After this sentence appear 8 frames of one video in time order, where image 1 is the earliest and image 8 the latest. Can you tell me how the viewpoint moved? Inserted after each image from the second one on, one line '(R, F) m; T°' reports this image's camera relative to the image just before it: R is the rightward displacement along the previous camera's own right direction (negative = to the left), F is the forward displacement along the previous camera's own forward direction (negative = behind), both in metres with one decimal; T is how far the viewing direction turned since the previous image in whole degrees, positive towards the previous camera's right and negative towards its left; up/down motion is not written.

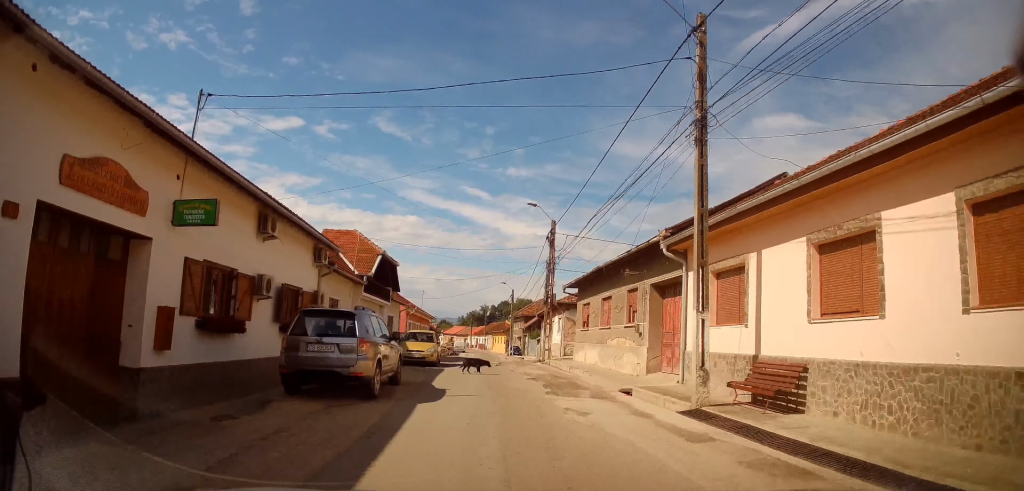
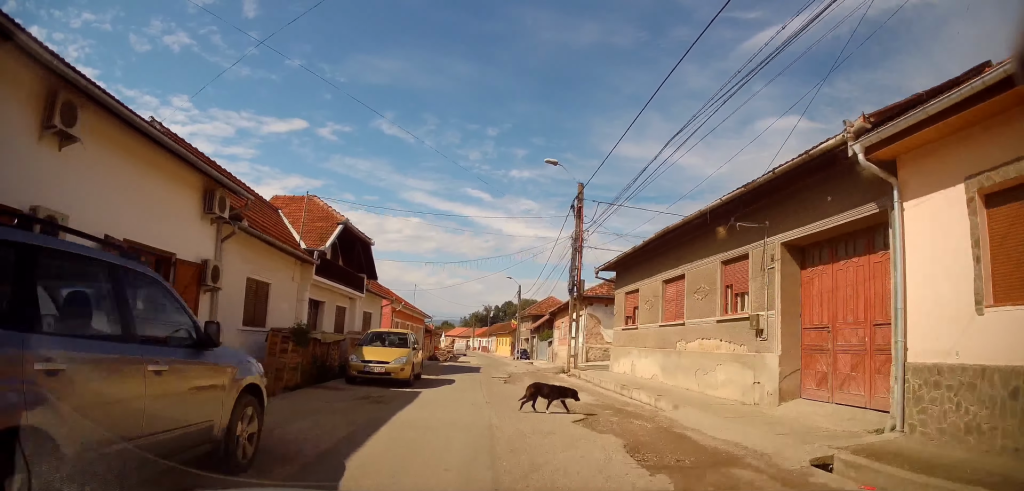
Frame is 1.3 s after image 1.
(+0.2, +8.9) m; +2°
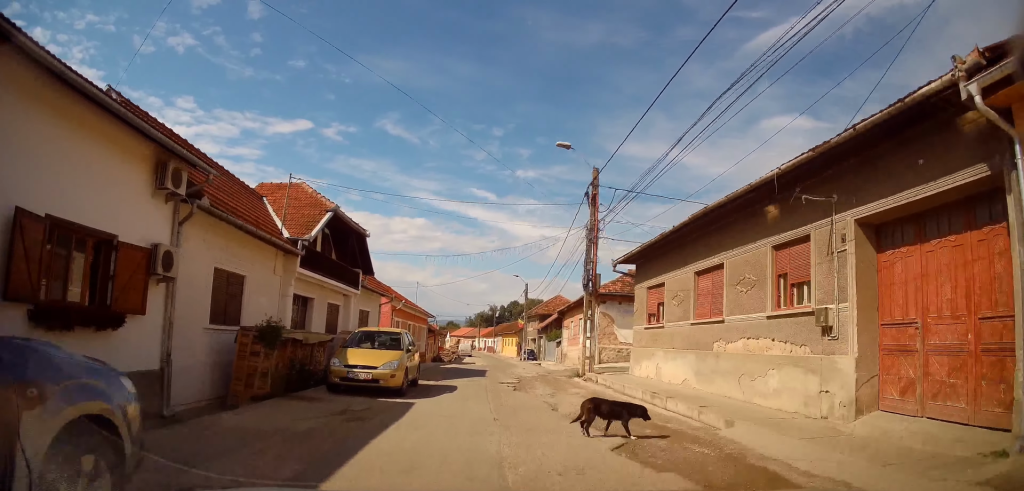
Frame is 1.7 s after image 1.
(0.0, +2.5) m; -2°
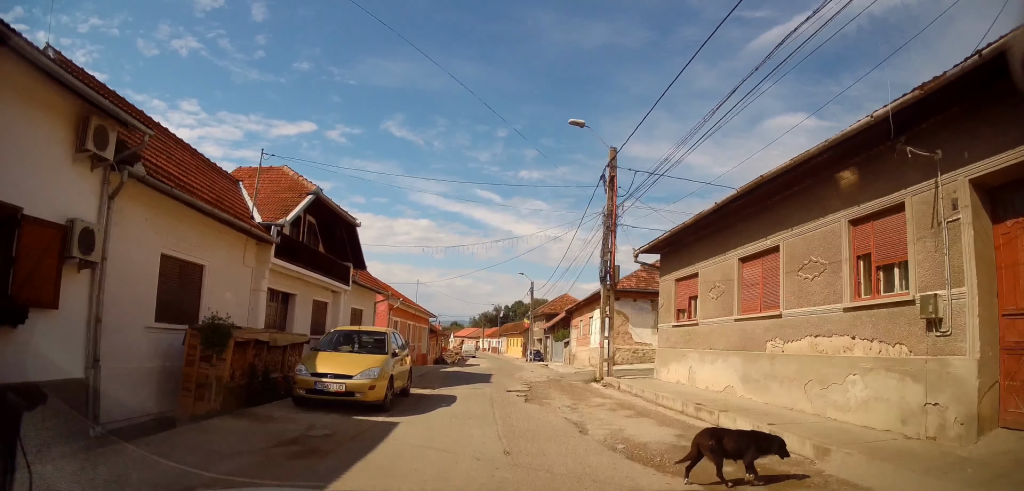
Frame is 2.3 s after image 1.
(+0.1, +3.0) m; -2°
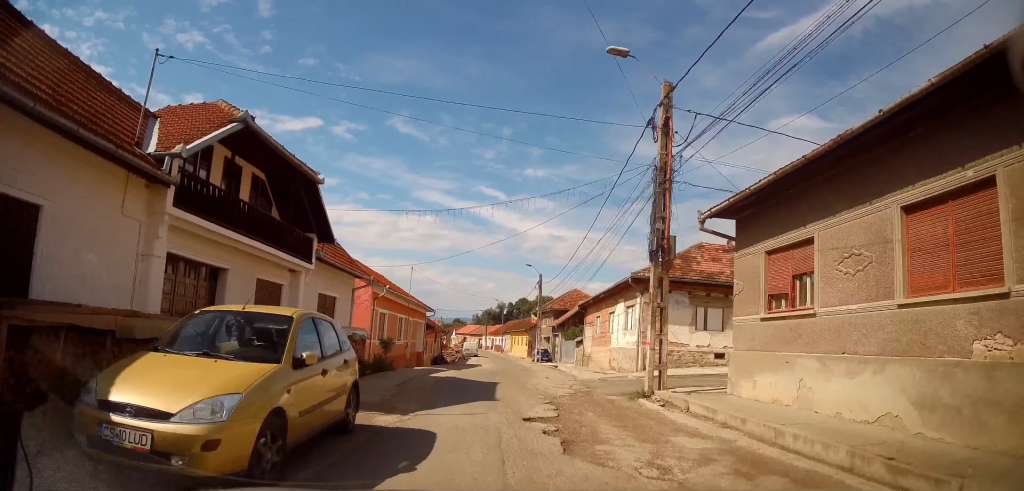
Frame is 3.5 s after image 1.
(-0.4, +5.9) m; -2°
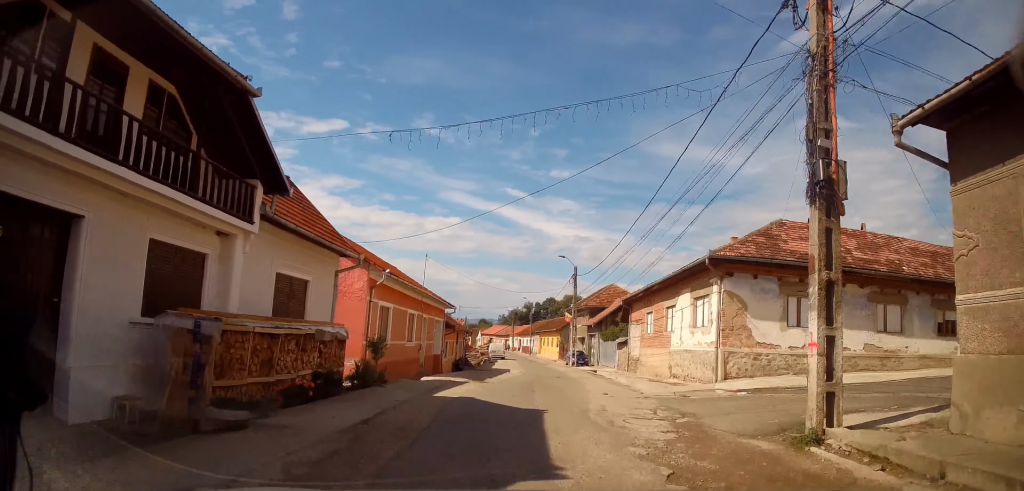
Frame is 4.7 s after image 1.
(+0.2, +6.1) m; +1°
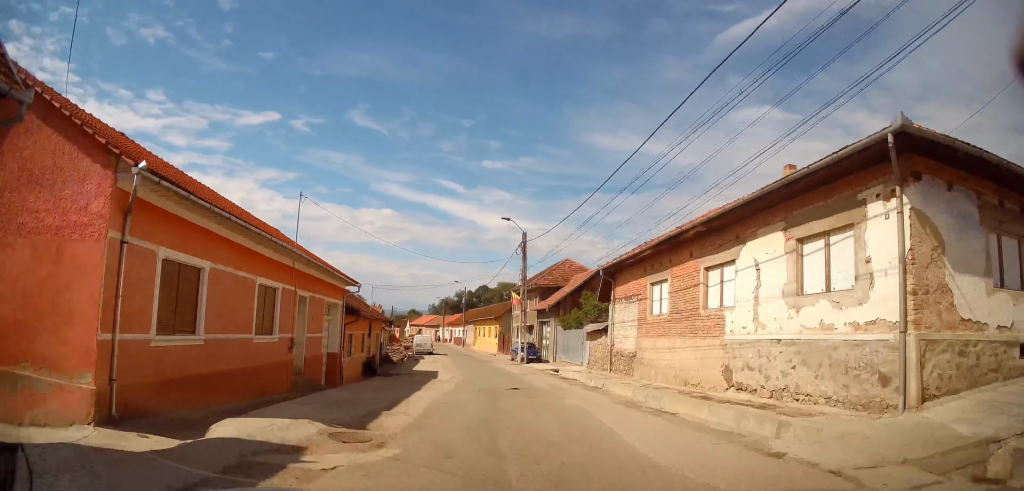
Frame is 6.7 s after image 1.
(+0.5, +11.6) m; +7°
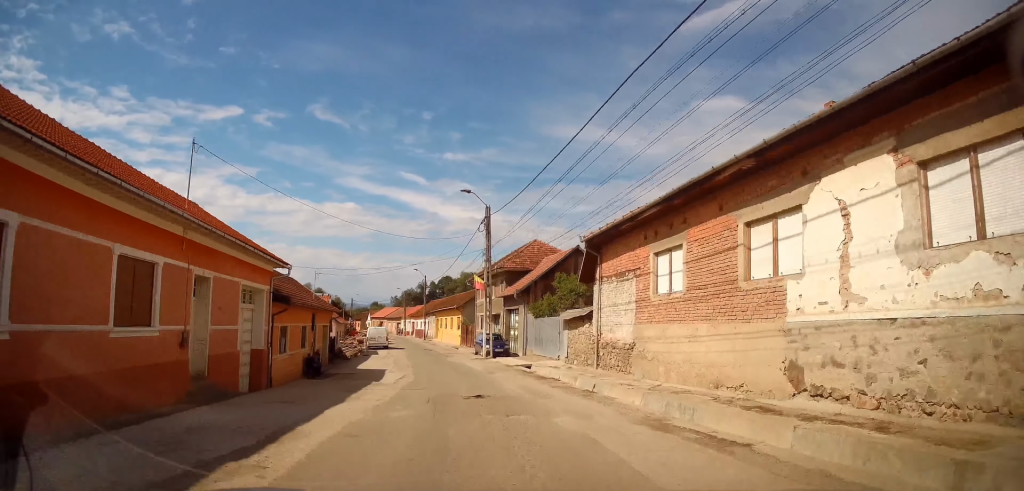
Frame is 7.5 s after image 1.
(+0.2, +4.9) m; +2°
